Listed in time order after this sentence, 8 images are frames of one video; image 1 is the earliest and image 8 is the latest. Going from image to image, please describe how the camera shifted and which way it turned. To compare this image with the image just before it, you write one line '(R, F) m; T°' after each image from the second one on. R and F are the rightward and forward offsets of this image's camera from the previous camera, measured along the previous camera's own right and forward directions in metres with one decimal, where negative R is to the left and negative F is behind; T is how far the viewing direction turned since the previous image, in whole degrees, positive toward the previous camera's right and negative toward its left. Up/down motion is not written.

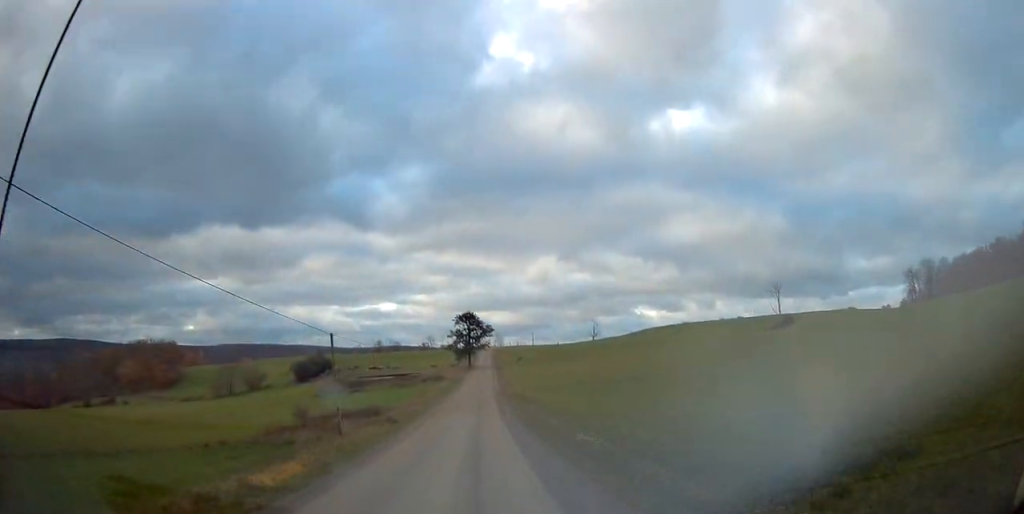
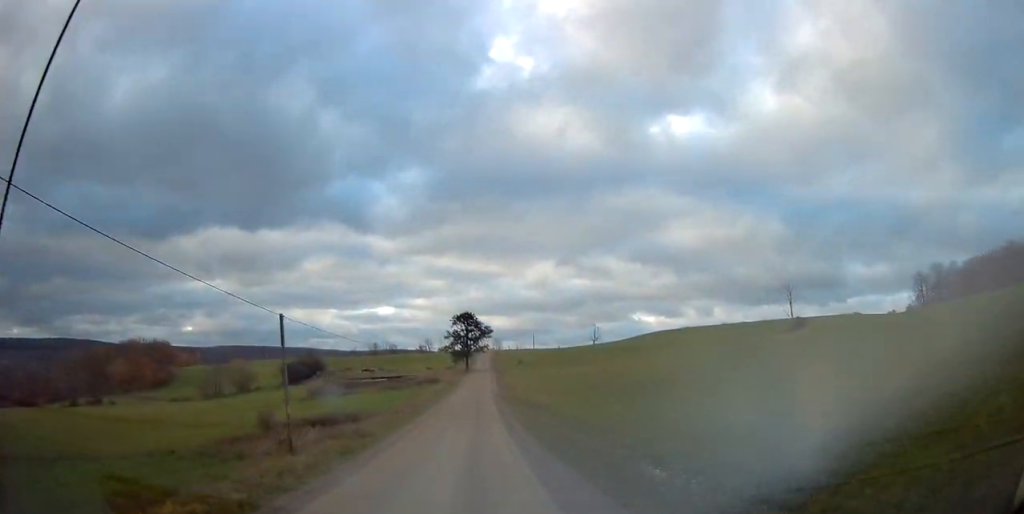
(-0.2, +7.8) m; 0°
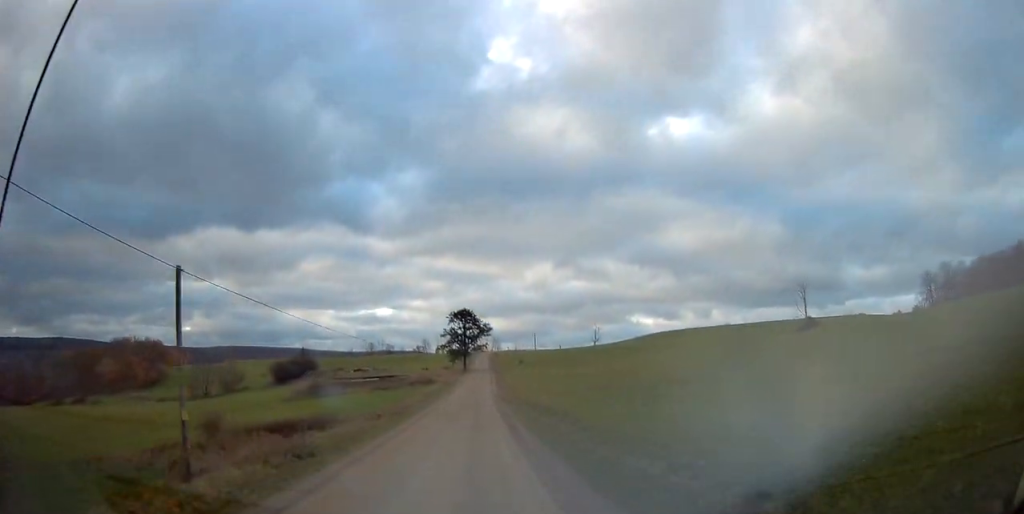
(+0.2, +8.5) m; +1°
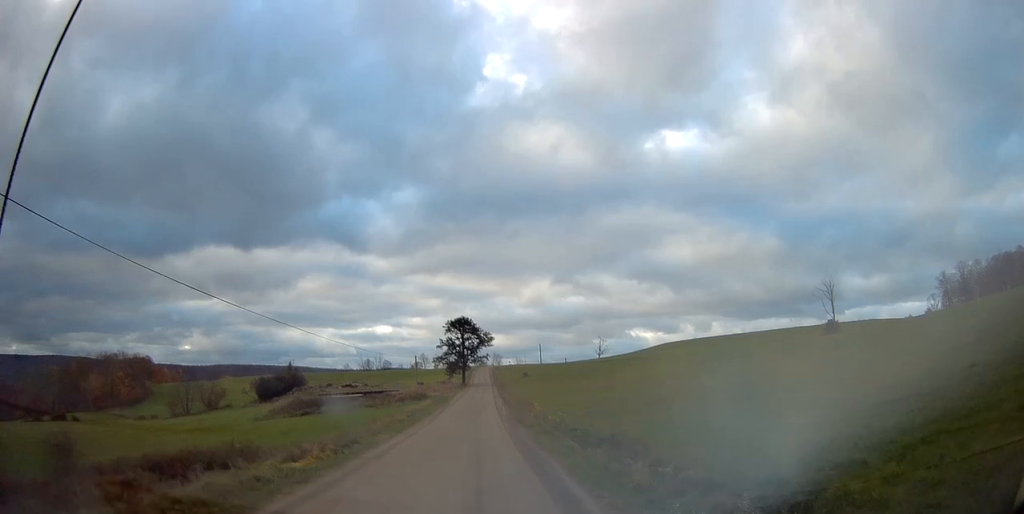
(+0.2, +13.8) m; 0°
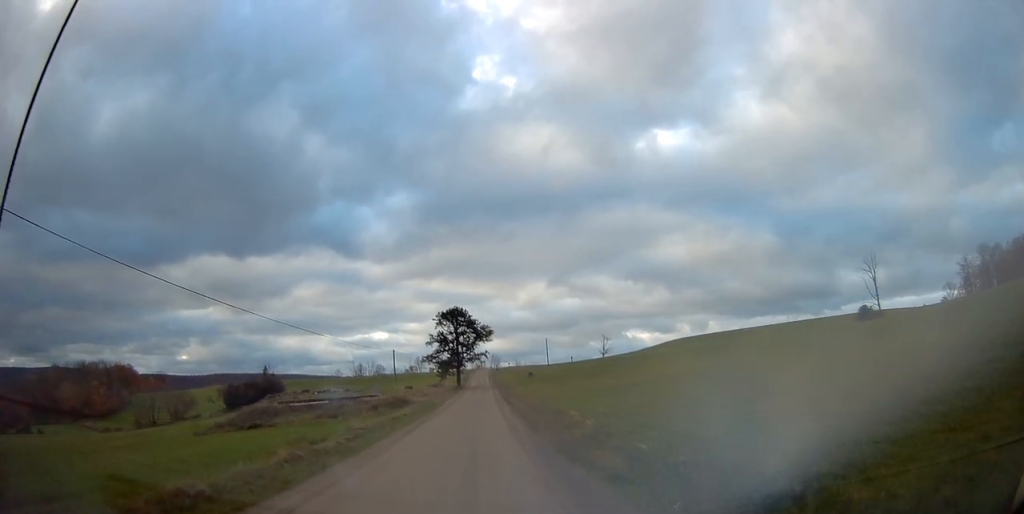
(-0.3, +19.6) m; -1°
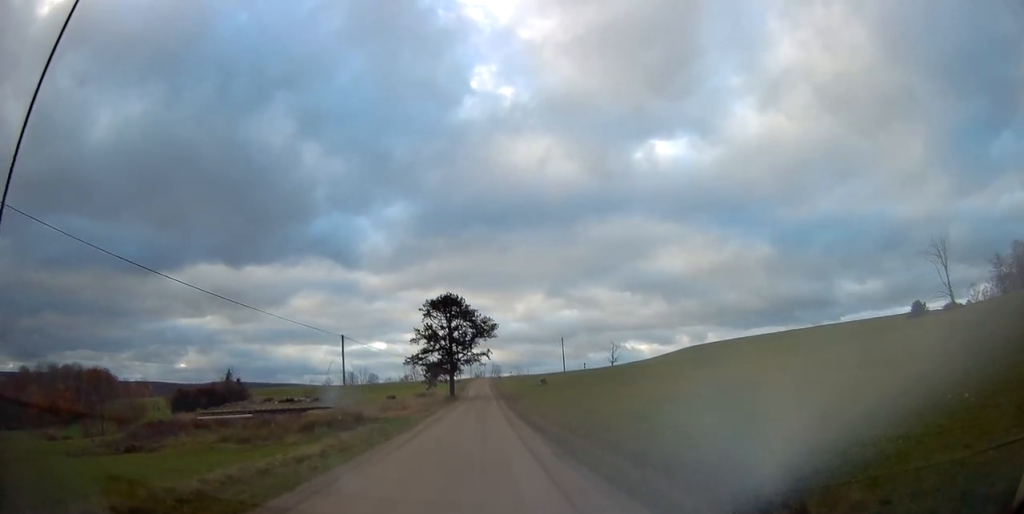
(+0.4, +24.5) m; +2°
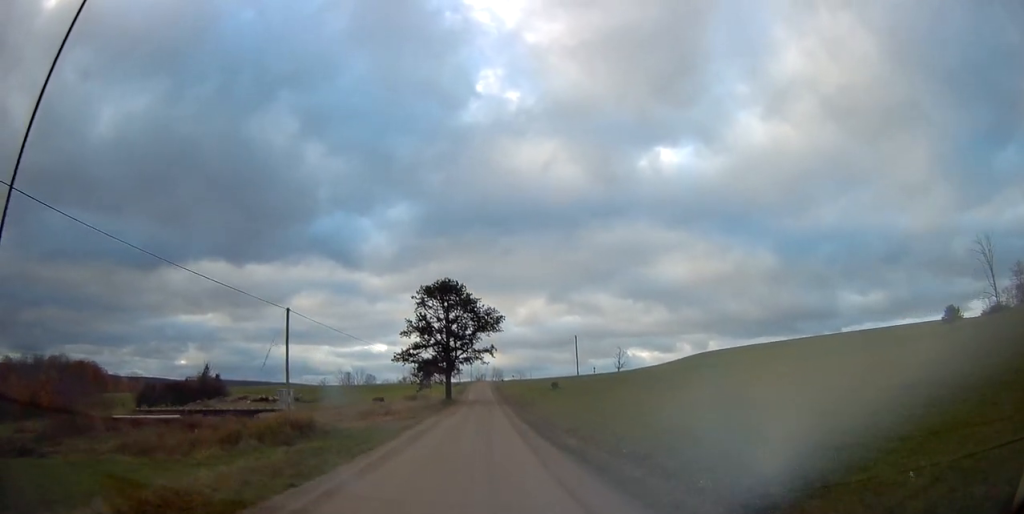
(+0.1, +12.2) m; -1°
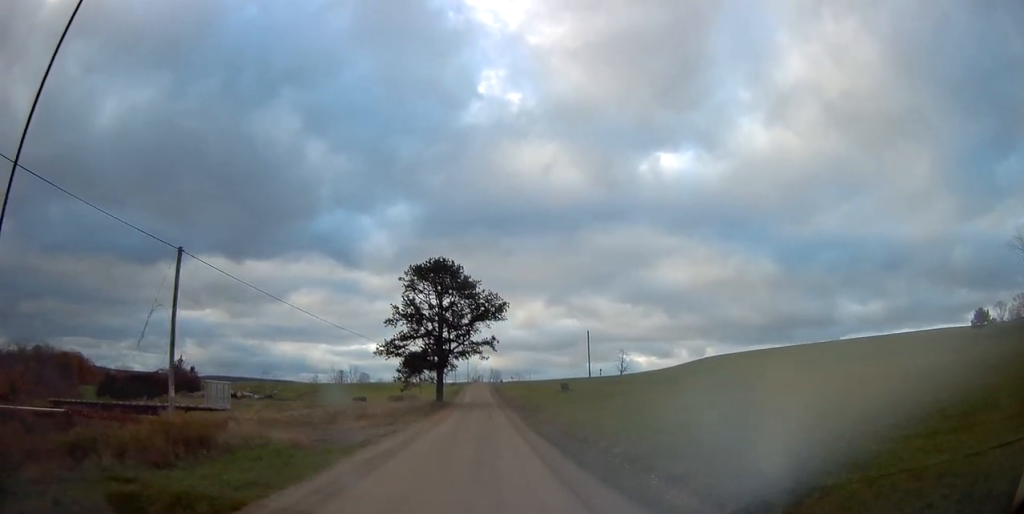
(-0.2, +10.9) m; 0°
